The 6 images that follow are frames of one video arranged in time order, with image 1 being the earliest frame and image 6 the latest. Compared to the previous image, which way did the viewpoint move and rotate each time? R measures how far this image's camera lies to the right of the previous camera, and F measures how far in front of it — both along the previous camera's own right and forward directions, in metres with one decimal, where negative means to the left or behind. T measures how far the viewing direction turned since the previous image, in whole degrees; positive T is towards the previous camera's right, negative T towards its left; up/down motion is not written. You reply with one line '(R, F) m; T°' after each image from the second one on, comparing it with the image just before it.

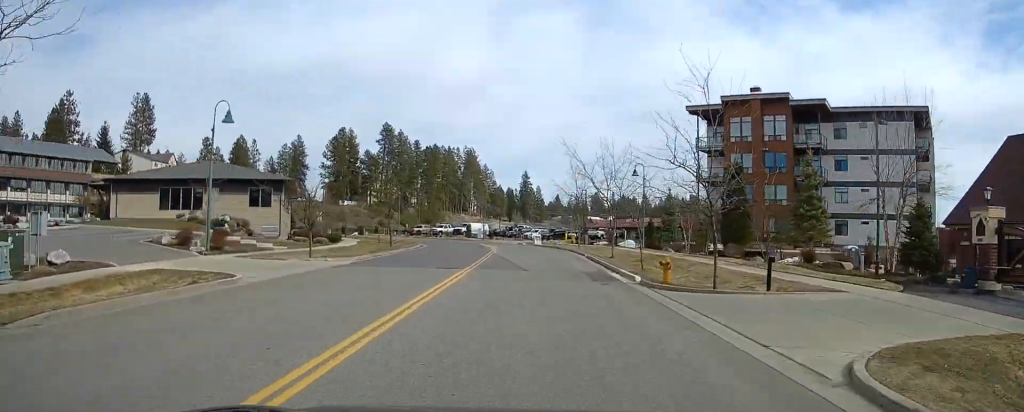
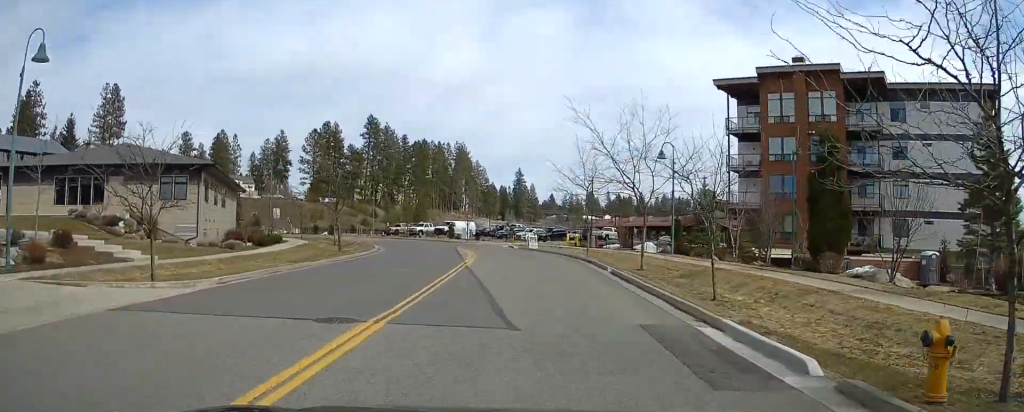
(+0.1, +13.1) m; -1°
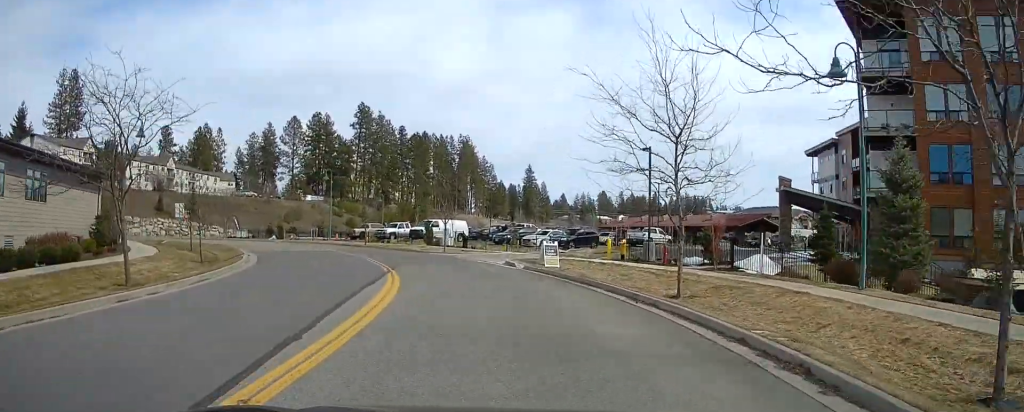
(-0.1, +24.3) m; -1°
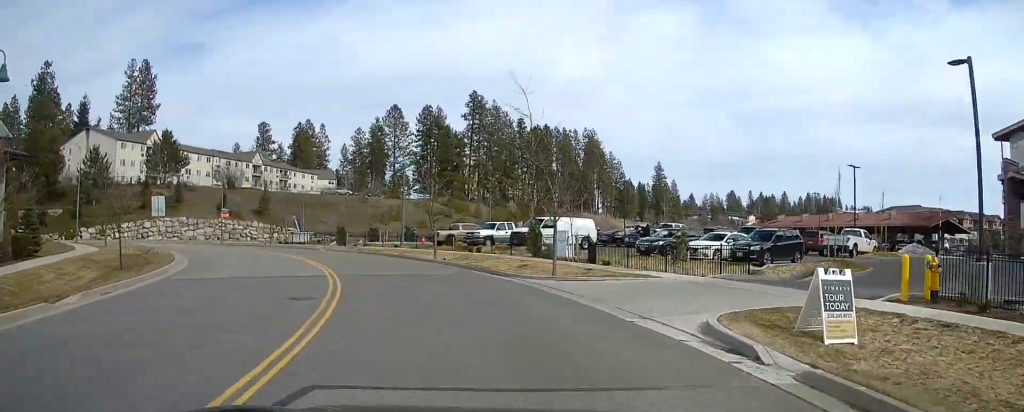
(-0.6, +19.6) m; -11°
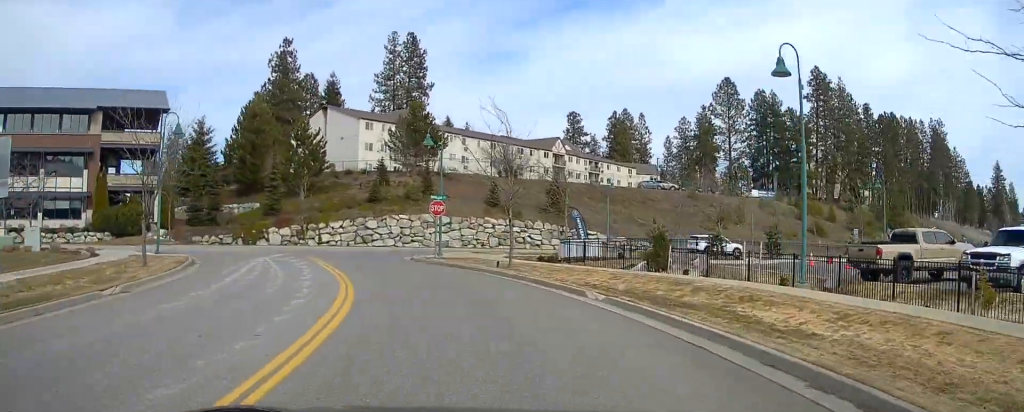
(-7.1, +28.0) m; -27°
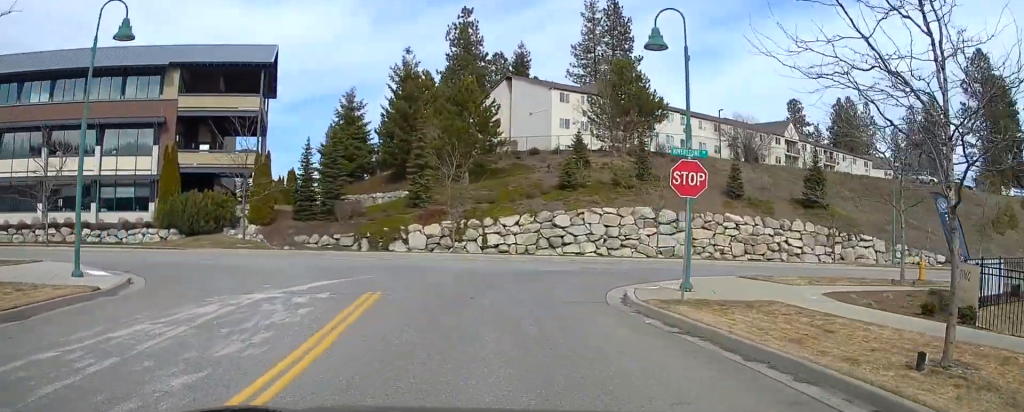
(-2.9, +18.2) m; -16°
